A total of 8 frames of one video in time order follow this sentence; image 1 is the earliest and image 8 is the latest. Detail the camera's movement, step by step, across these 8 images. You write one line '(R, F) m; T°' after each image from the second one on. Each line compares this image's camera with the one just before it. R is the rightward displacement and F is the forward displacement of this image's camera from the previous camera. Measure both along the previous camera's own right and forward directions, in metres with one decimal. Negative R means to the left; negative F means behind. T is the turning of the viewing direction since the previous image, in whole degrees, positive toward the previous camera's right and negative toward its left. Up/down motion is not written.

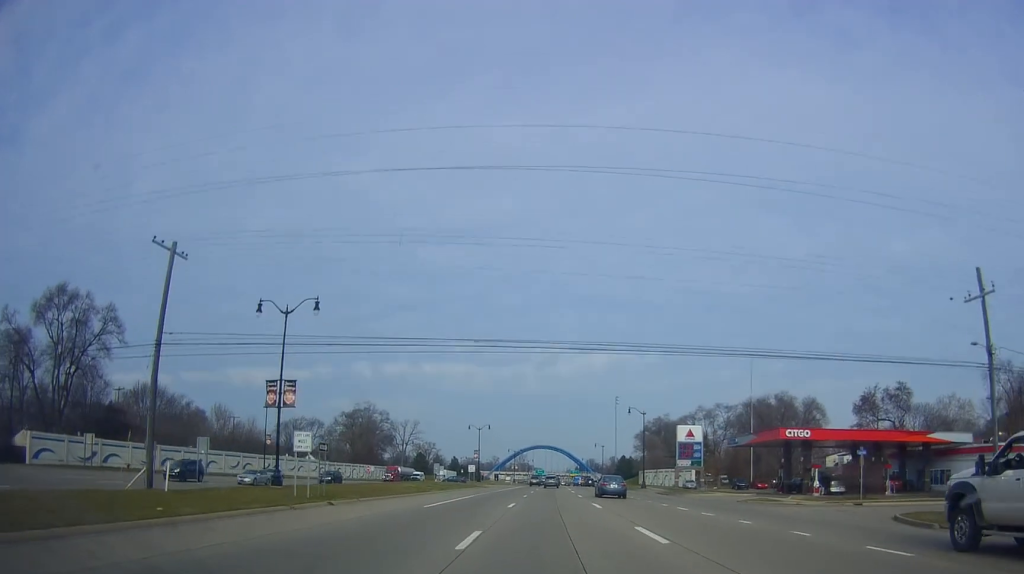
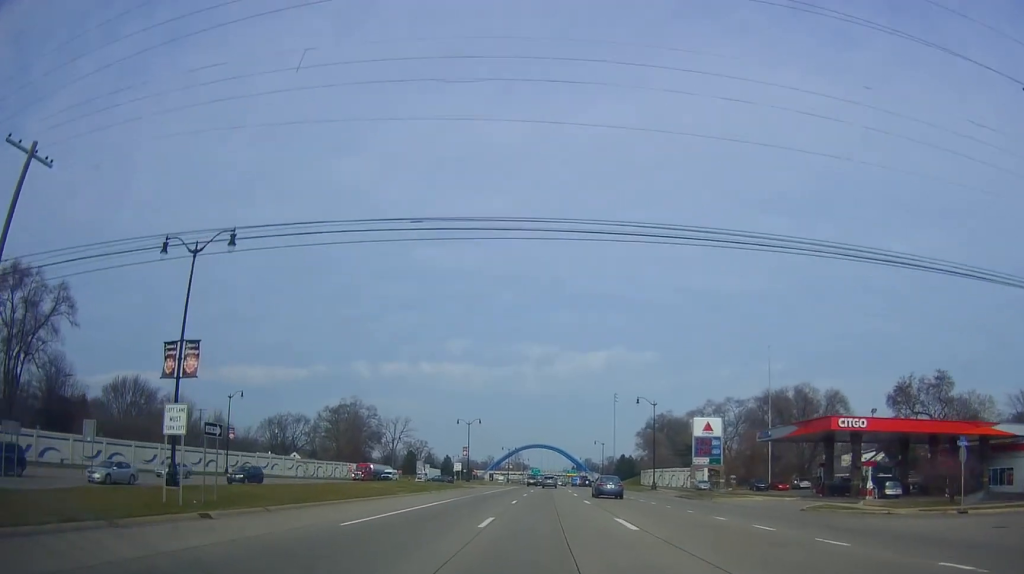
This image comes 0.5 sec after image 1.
(0.0, +11.1) m; 0°
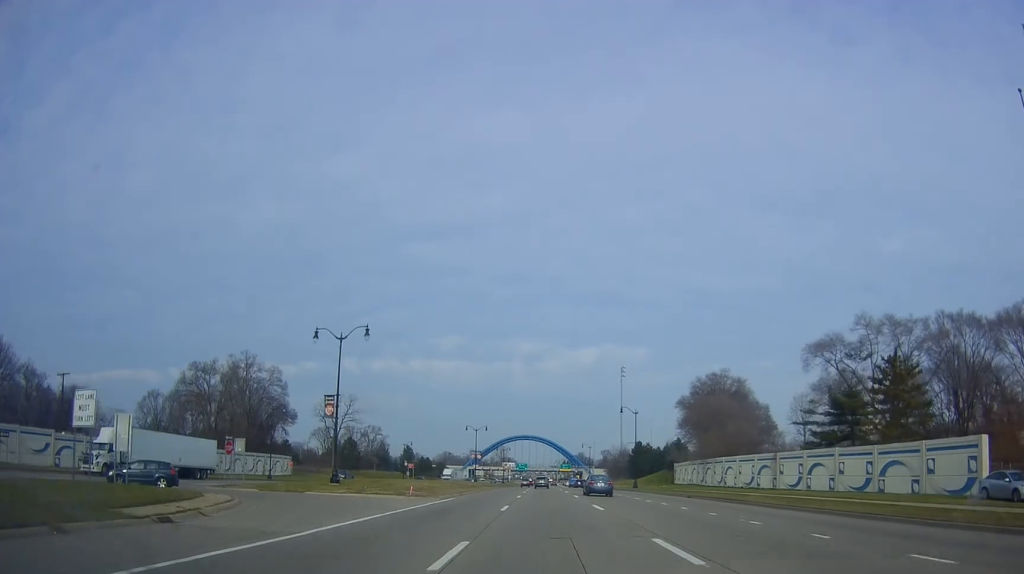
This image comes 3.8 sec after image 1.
(+0.5, +67.7) m; +1°
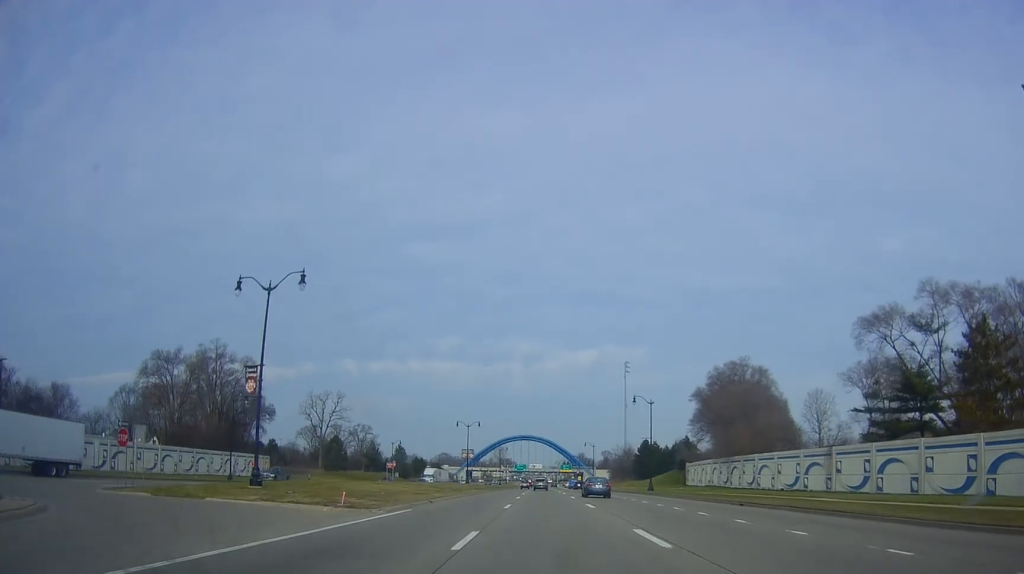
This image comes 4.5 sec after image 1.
(0.0, +12.9) m; 0°
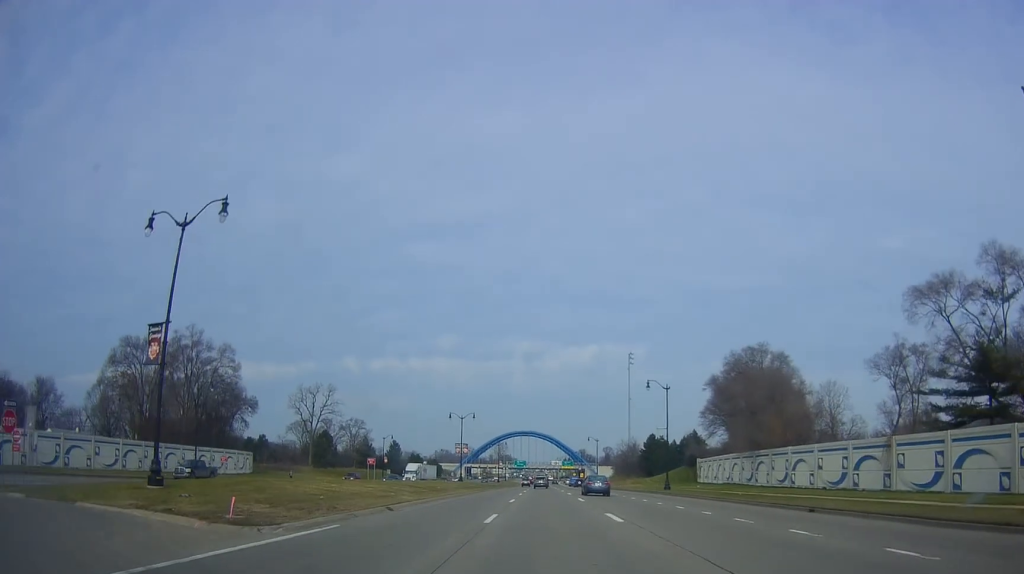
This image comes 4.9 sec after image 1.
(0.0, +9.3) m; 0°
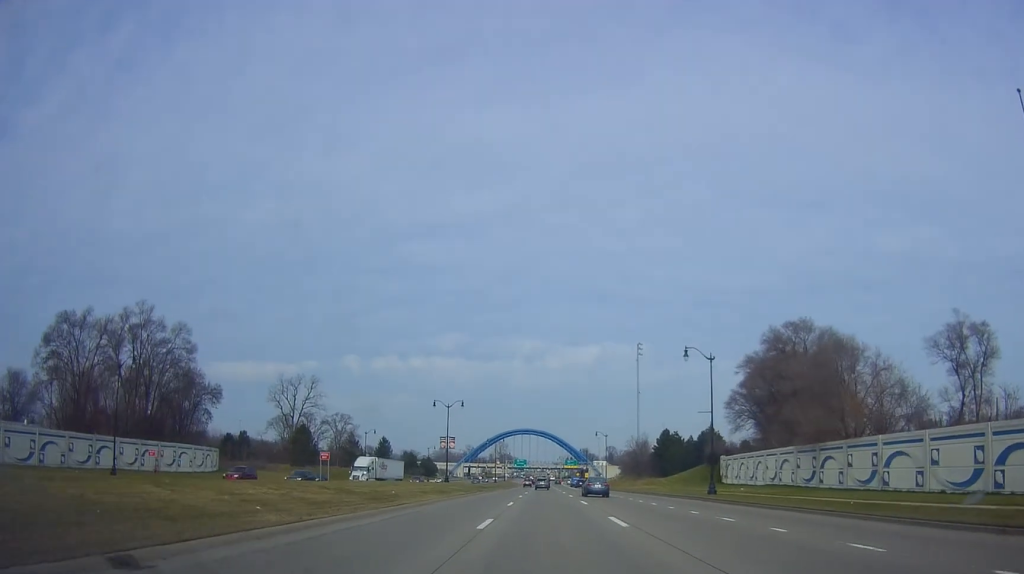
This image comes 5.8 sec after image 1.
(0.0, +16.4) m; 0°
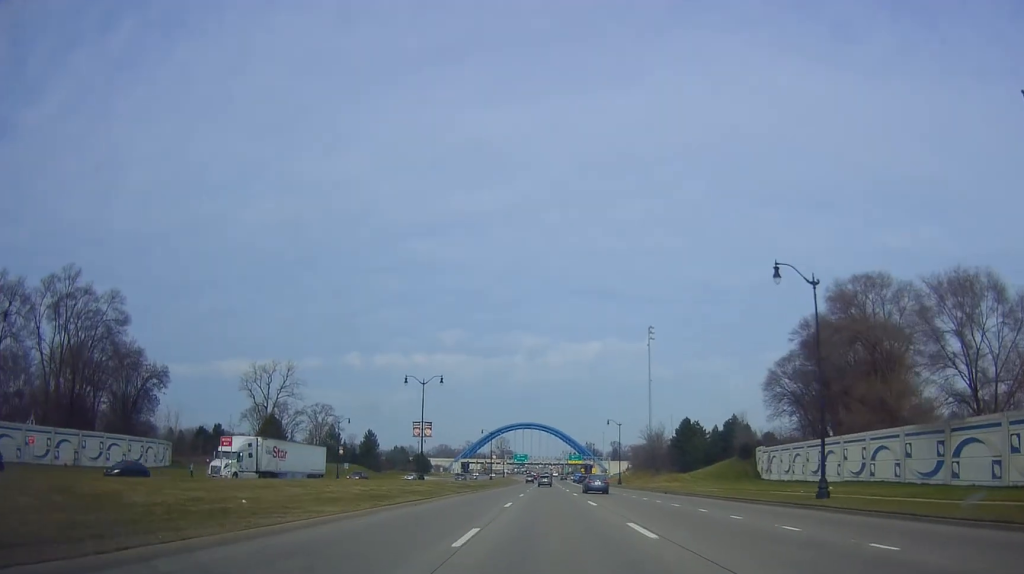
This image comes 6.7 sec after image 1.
(0.0, +18.8) m; 0°
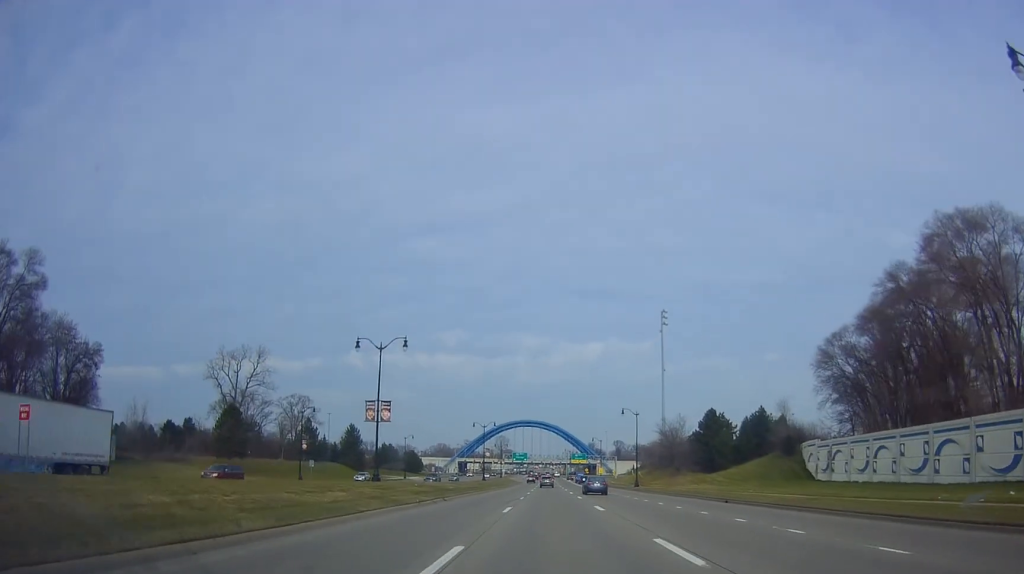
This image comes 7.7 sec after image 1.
(0.0, +18.3) m; 0°
